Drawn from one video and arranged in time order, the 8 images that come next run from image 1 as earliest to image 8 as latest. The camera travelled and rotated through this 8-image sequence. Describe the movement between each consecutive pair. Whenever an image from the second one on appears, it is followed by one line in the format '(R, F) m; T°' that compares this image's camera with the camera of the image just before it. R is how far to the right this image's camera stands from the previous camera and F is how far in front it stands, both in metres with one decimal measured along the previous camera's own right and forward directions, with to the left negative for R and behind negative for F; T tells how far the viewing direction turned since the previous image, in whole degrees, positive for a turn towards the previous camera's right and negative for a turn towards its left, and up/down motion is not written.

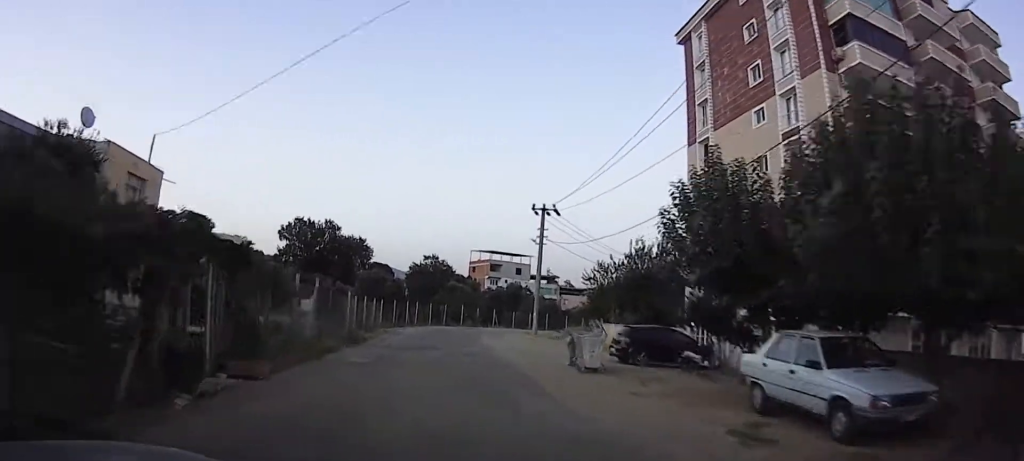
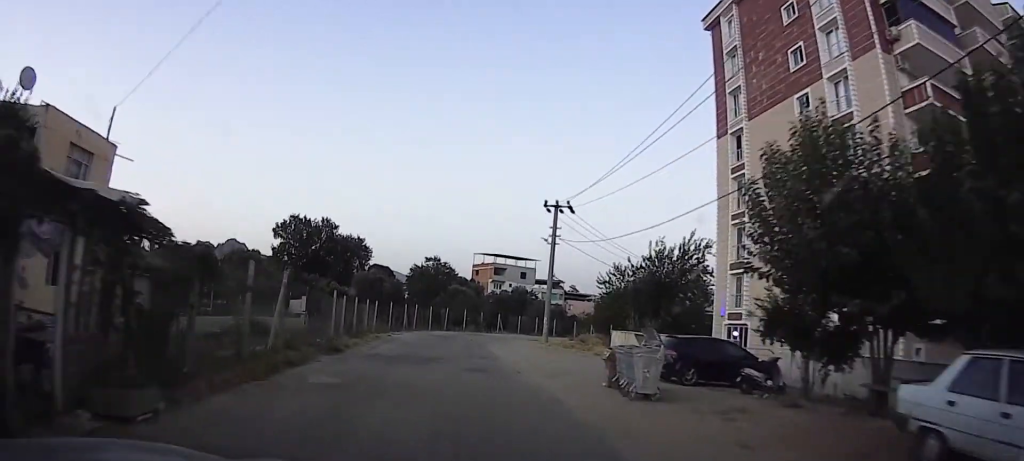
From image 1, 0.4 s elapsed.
(-0.8, +4.4) m; -2°
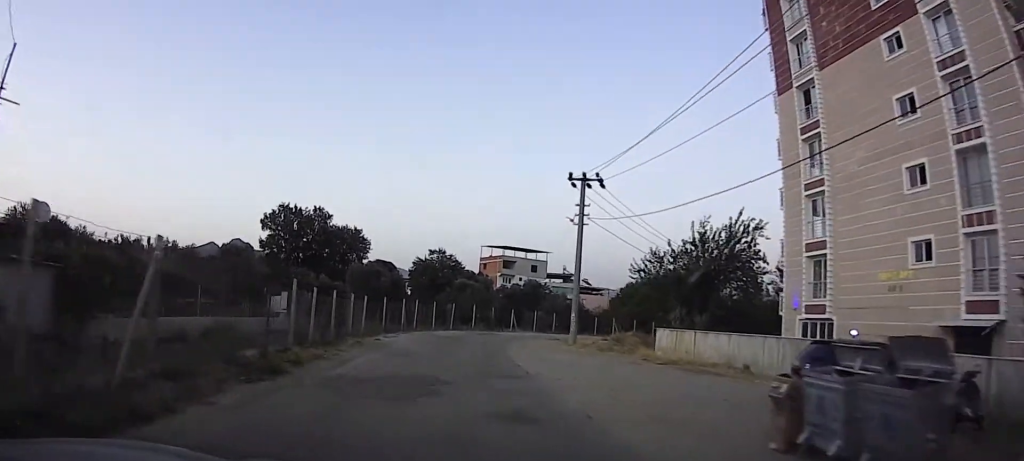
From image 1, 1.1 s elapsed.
(-0.8, +7.7) m; -2°
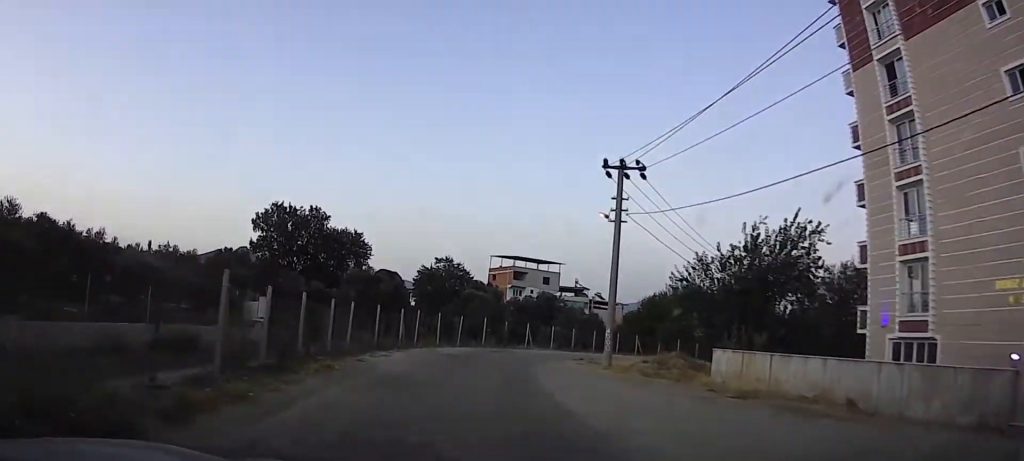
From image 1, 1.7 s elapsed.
(+0.6, +6.3) m; +2°
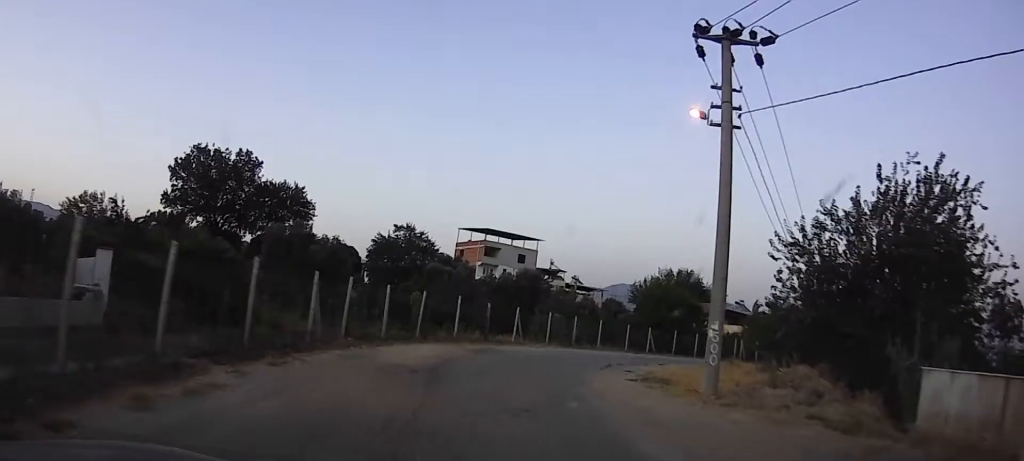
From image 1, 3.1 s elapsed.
(-0.2, +14.3) m; -2°
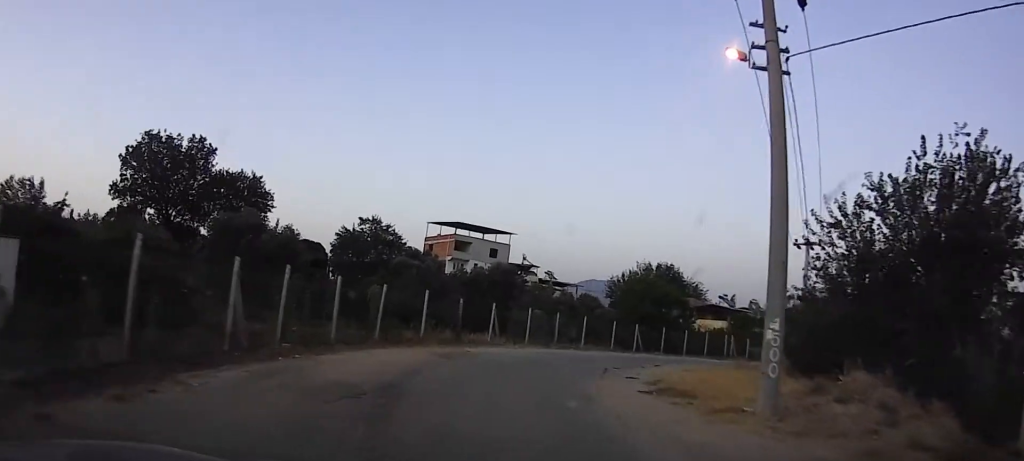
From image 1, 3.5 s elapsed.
(0.0, +4.2) m; +1°
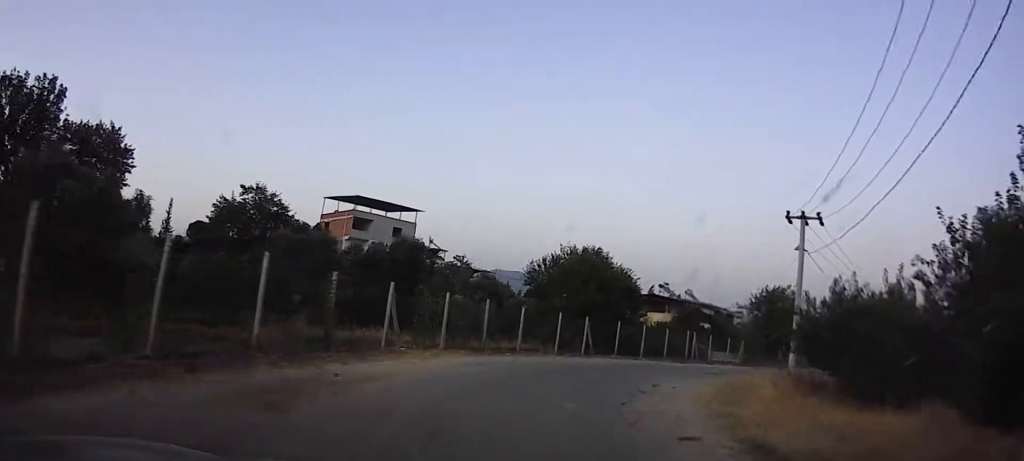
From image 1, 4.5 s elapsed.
(+0.4, +11.2) m; +6°
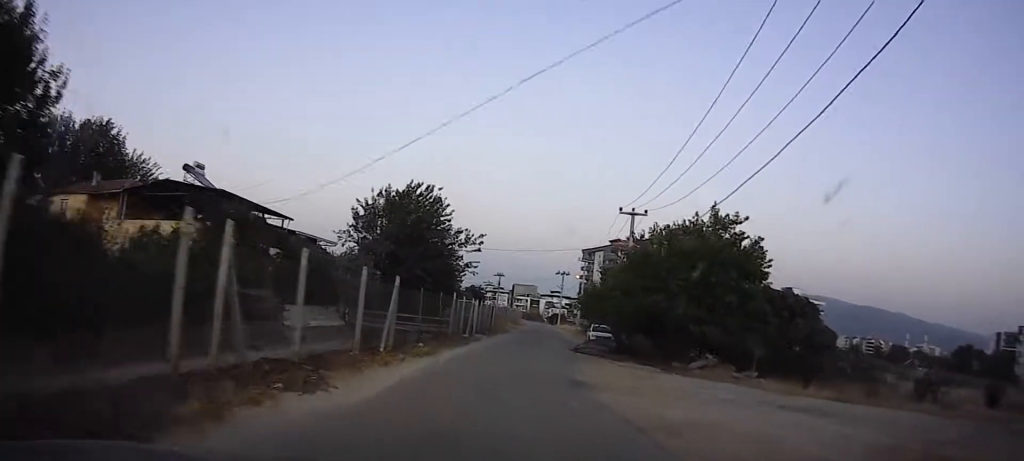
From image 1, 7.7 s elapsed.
(+9.7, +32.8) m; +43°
